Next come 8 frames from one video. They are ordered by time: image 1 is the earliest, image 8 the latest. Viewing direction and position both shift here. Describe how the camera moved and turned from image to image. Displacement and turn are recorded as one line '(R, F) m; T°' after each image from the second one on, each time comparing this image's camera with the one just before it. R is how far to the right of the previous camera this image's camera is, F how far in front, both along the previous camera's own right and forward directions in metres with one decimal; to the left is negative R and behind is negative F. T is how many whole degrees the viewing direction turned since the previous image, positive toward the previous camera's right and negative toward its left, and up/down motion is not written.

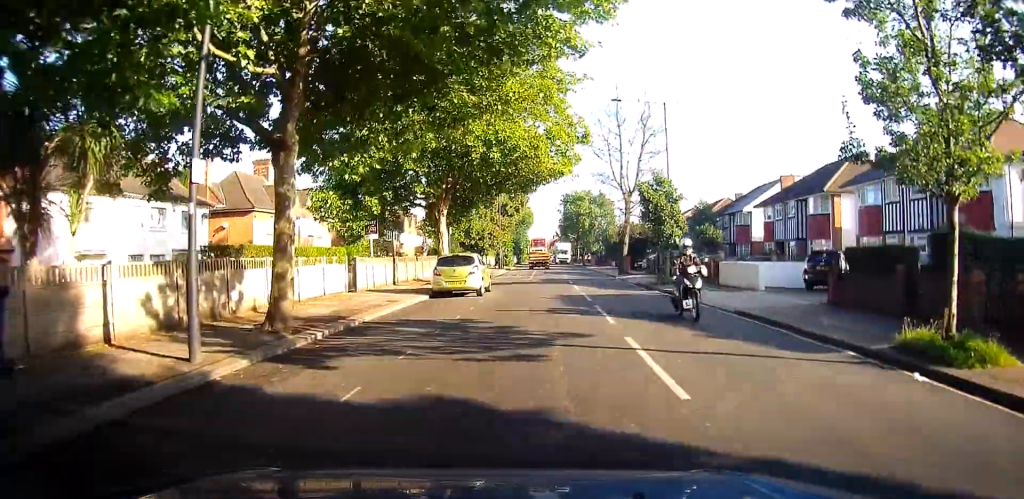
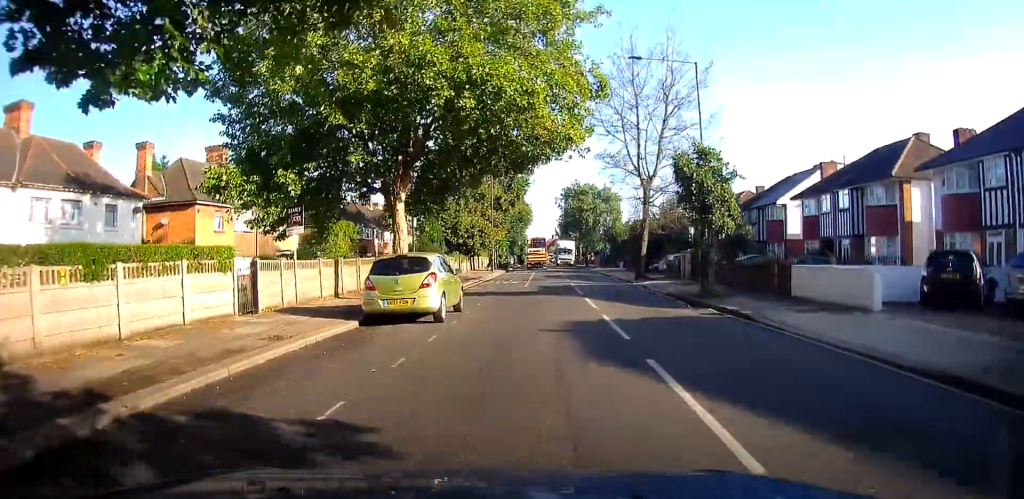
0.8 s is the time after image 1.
(0.0, +8.0) m; -1°
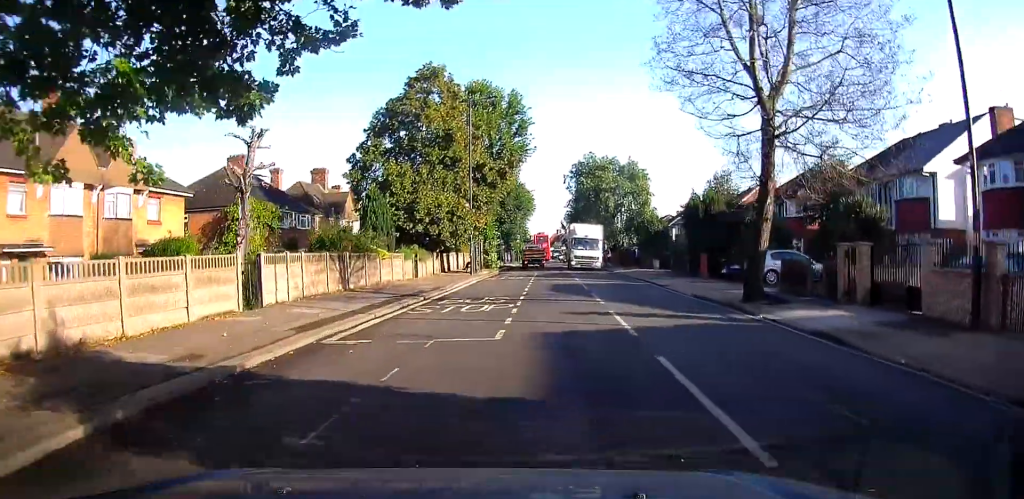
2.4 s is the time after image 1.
(-0.1, +17.9) m; 0°
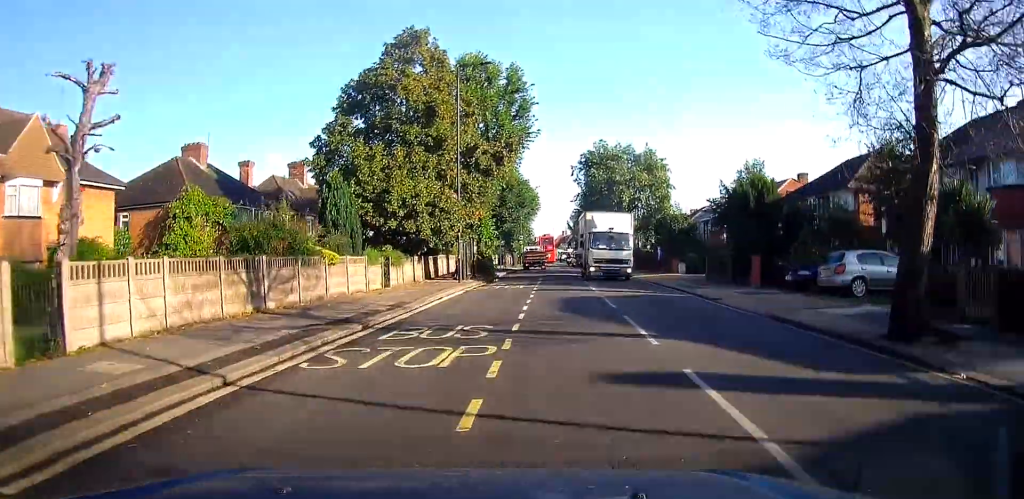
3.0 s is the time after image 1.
(0.0, +6.8) m; 0°
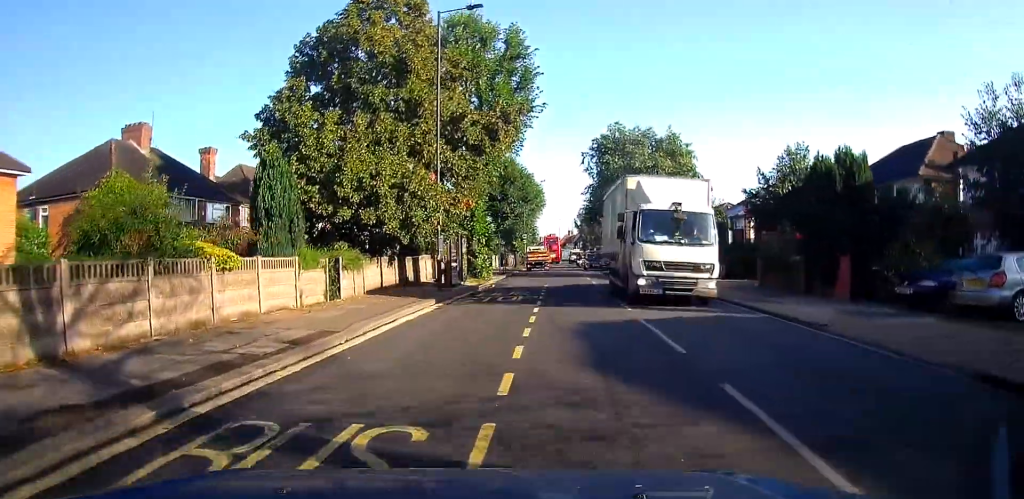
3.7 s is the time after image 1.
(0.0, +6.8) m; -1°
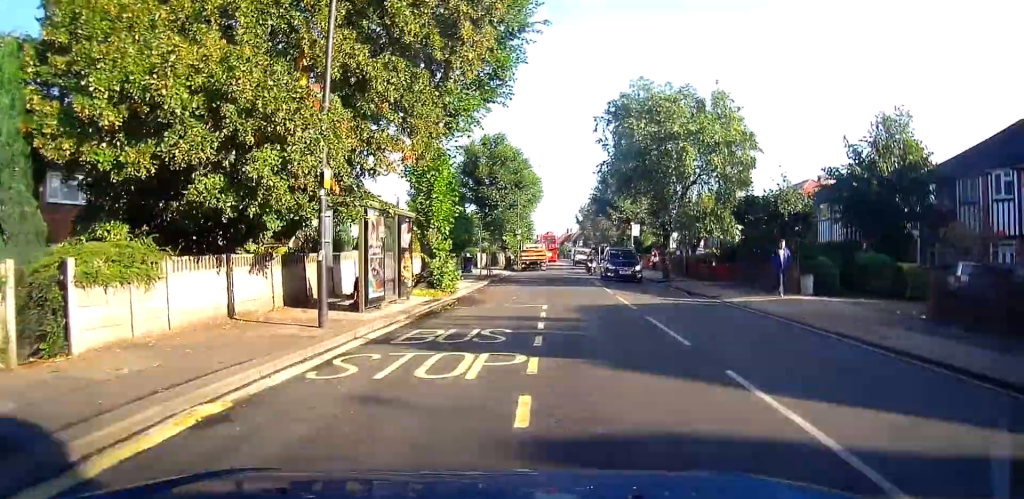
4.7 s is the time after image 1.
(-0.1, +11.2) m; +1°
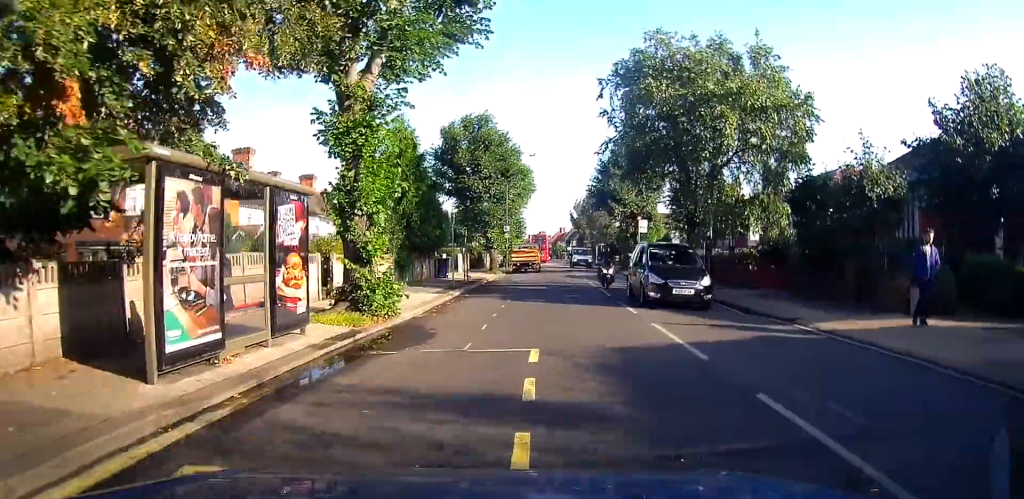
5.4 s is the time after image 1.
(+0.2, +7.2) m; +1°
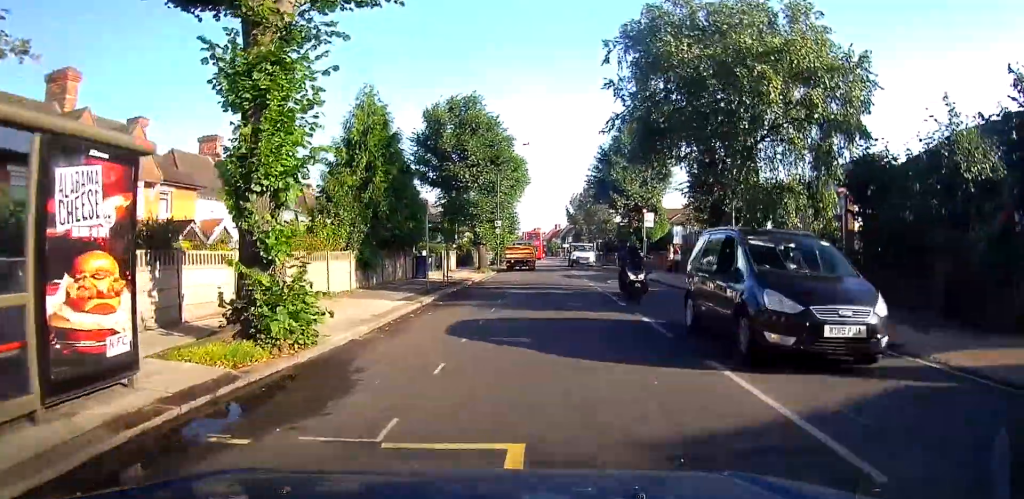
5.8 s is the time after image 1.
(0.0, +4.5) m; 0°
